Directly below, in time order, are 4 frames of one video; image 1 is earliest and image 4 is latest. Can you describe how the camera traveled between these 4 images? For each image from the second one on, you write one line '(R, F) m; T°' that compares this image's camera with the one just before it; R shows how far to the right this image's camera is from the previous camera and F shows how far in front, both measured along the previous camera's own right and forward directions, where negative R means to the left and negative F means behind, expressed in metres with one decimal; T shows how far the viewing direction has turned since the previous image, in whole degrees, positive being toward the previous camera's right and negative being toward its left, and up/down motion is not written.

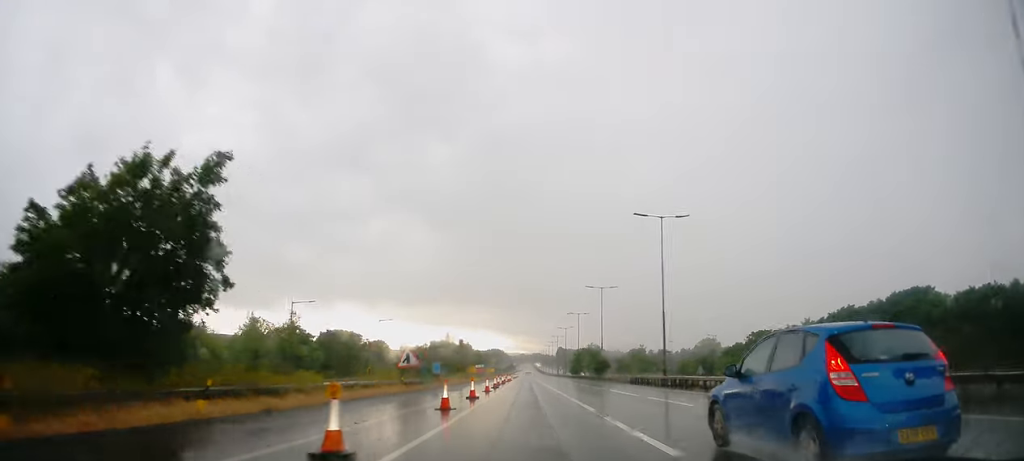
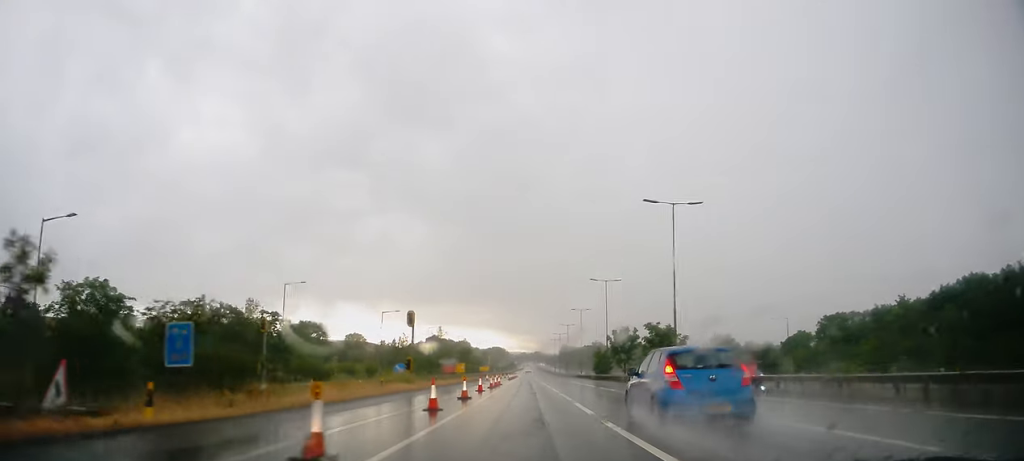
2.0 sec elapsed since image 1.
(+0.1, +37.5) m; 0°
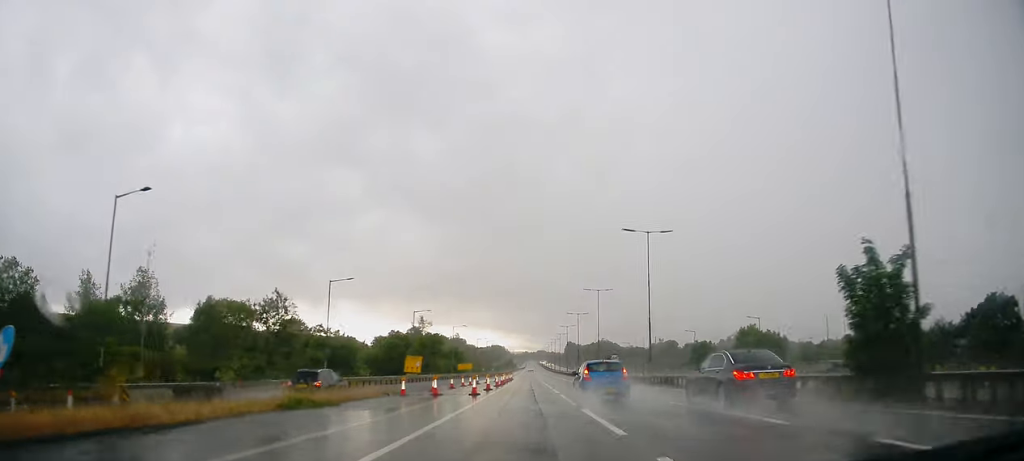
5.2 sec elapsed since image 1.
(+0.5, +58.6) m; 0°
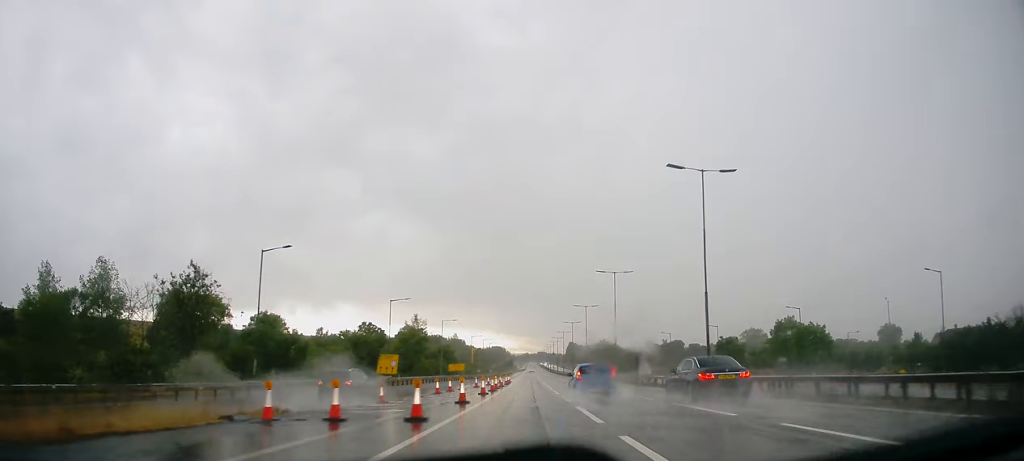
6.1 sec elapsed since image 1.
(-0.1, +15.6) m; -1°
